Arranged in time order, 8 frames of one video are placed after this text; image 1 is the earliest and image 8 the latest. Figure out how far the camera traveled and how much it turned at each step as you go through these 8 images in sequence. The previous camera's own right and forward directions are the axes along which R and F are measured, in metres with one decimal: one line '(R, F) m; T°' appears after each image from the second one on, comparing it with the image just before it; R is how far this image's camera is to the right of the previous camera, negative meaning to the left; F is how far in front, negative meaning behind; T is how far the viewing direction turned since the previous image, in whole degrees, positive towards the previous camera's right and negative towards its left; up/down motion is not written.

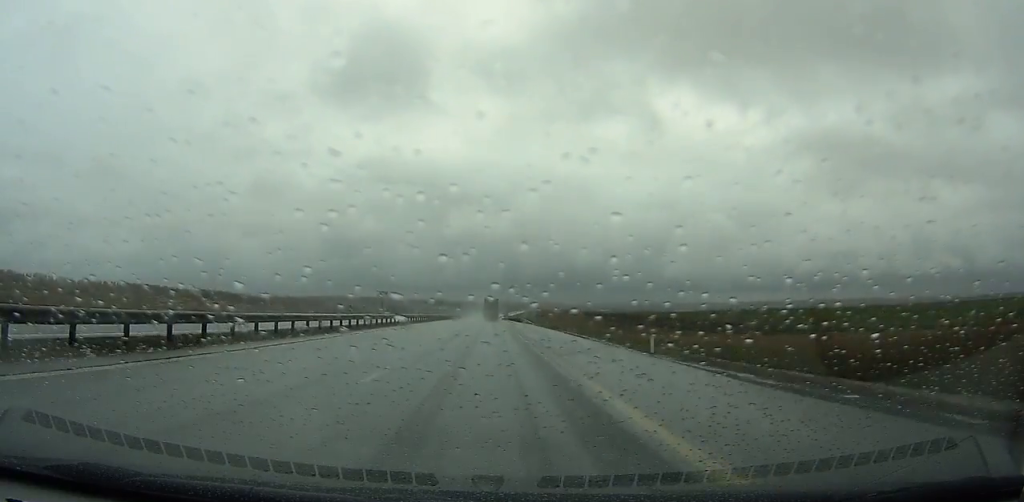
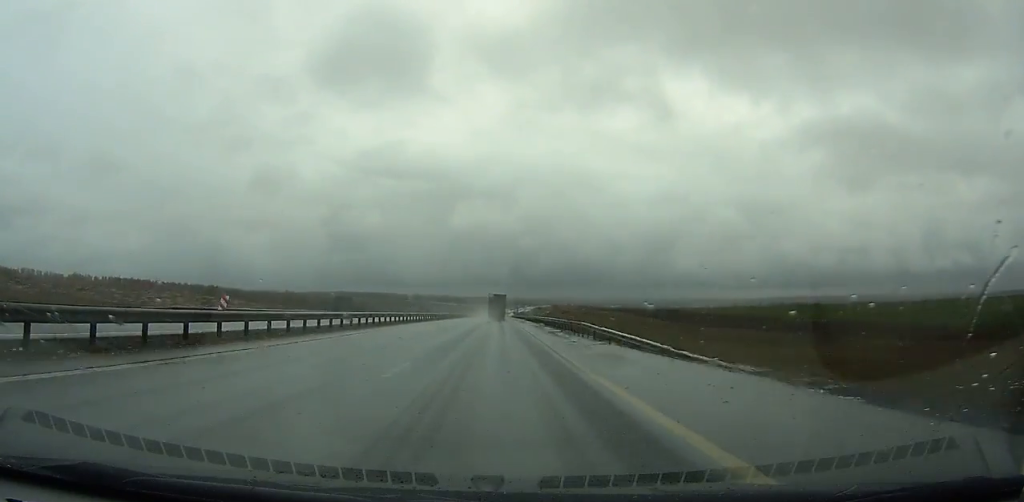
(-0.4, +59.4) m; 0°
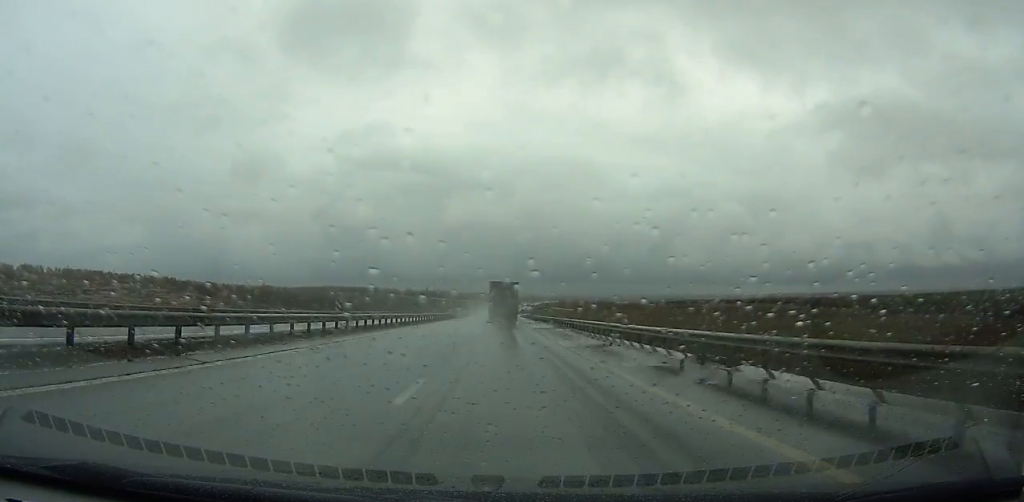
(-0.6, +143.7) m; -1°
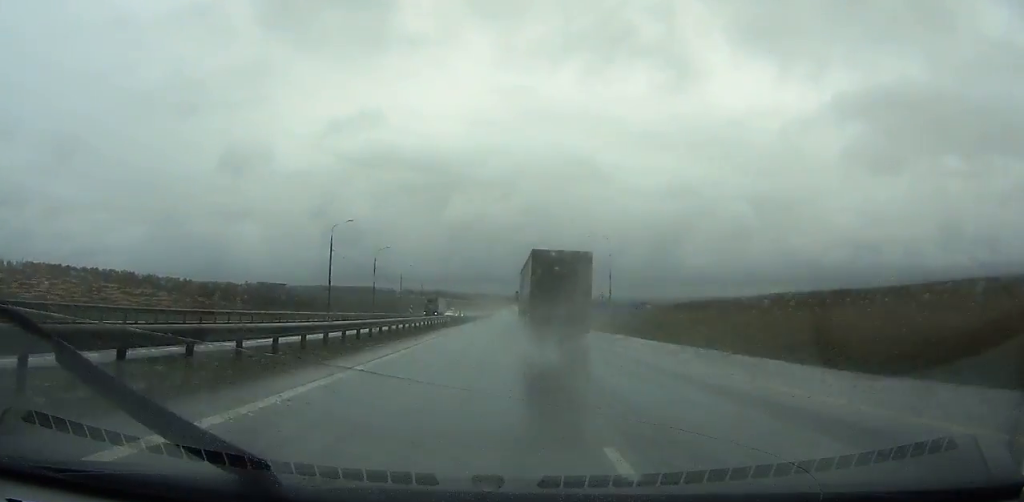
(-0.4, +111.5) m; 0°
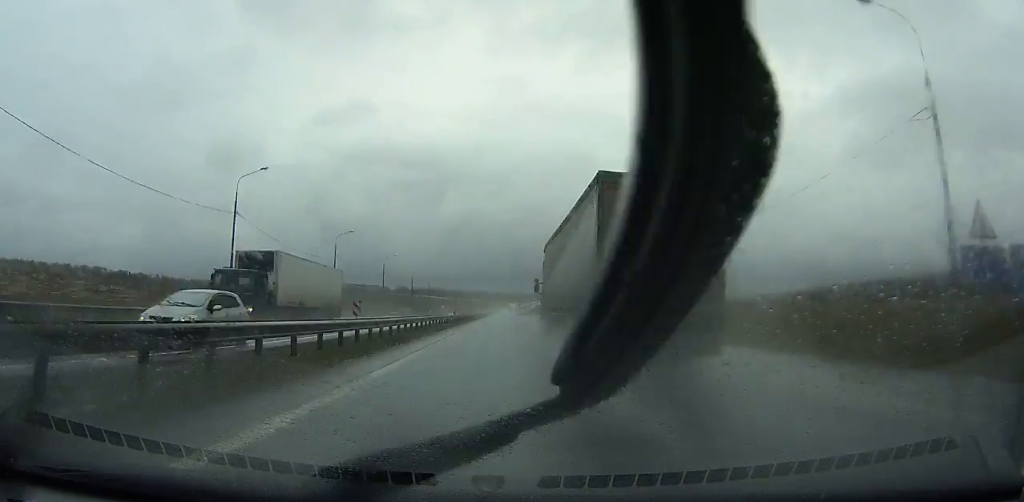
(0.0, +51.2) m; 0°
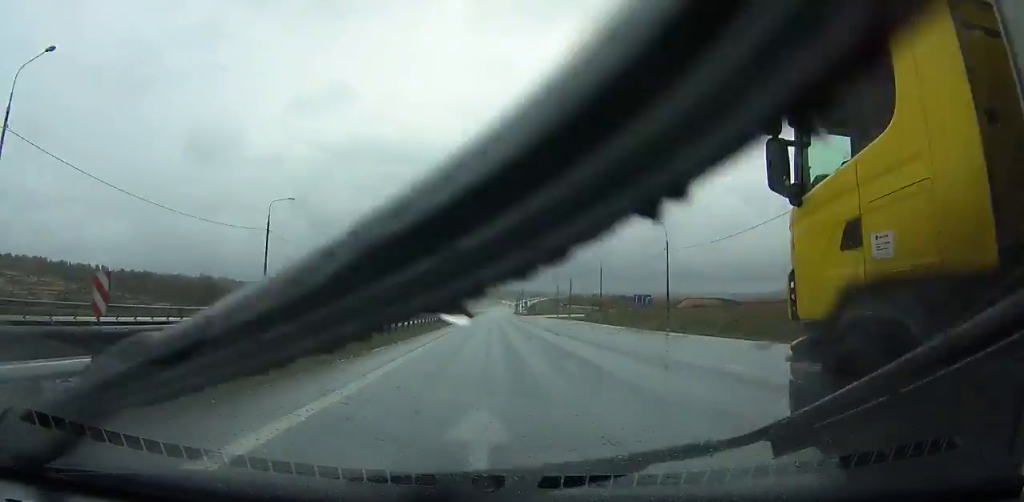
(+0.6, +89.5) m; +1°
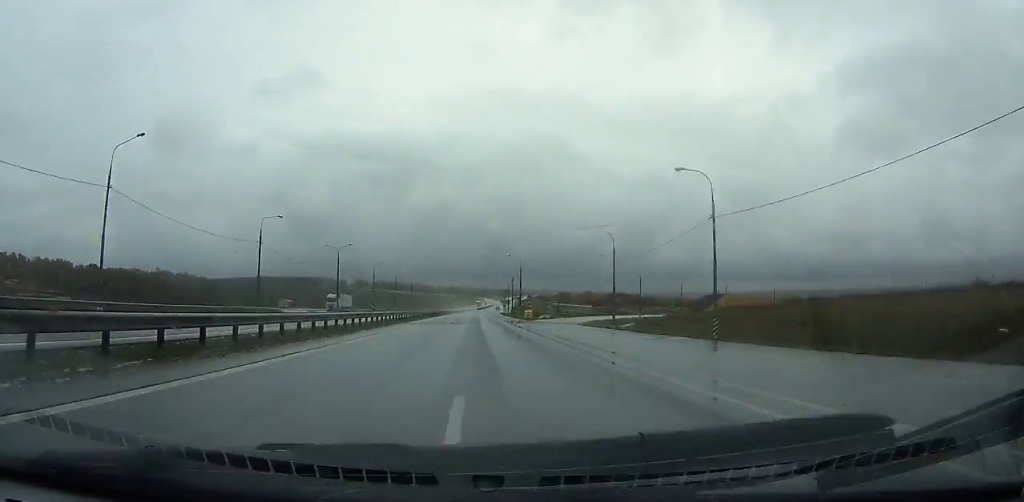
(+0.9, +87.7) m; +1°
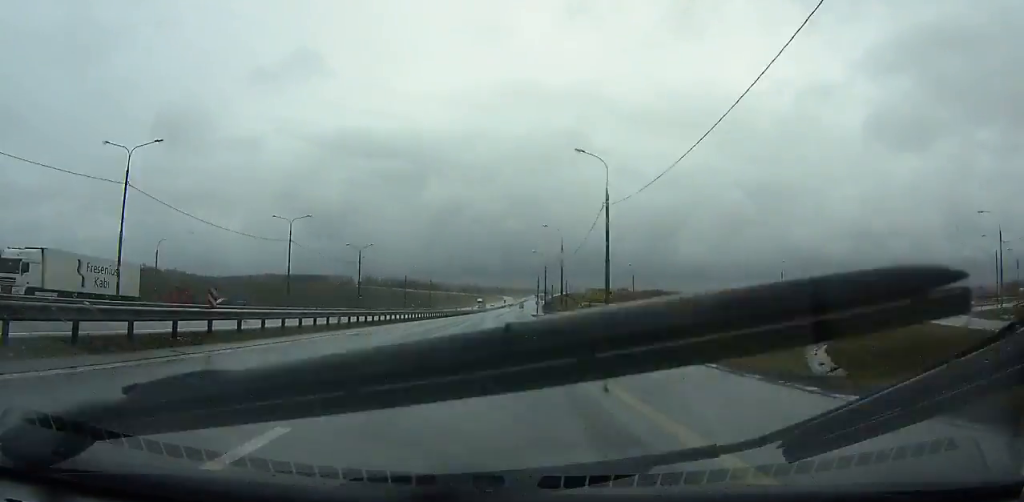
(+0.1, +97.6) m; 0°
